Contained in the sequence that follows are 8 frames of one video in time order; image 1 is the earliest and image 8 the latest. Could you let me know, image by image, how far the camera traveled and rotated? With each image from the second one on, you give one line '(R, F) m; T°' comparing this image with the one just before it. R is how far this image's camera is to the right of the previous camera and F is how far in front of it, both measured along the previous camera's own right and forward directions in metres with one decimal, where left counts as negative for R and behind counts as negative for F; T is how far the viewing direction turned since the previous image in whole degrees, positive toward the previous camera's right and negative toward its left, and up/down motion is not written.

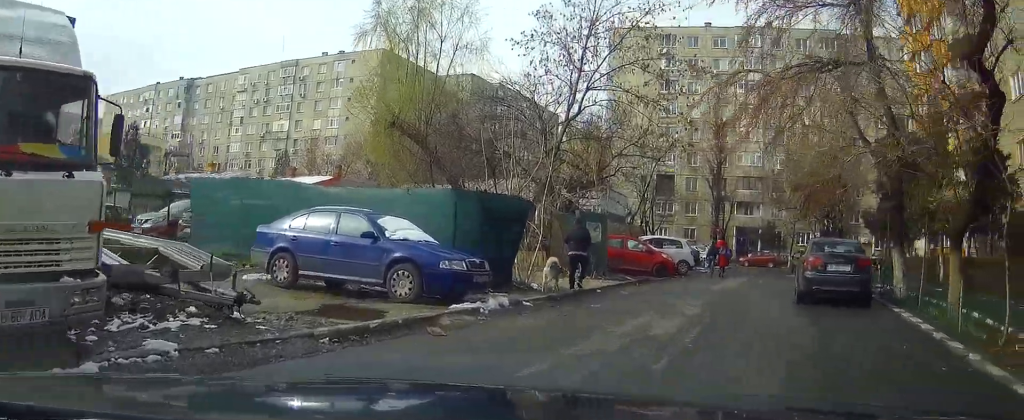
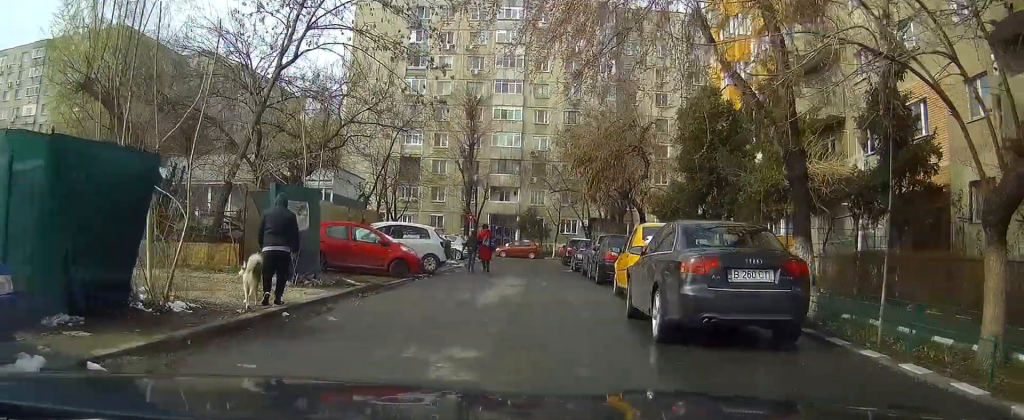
(+1.0, +7.0) m; +15°
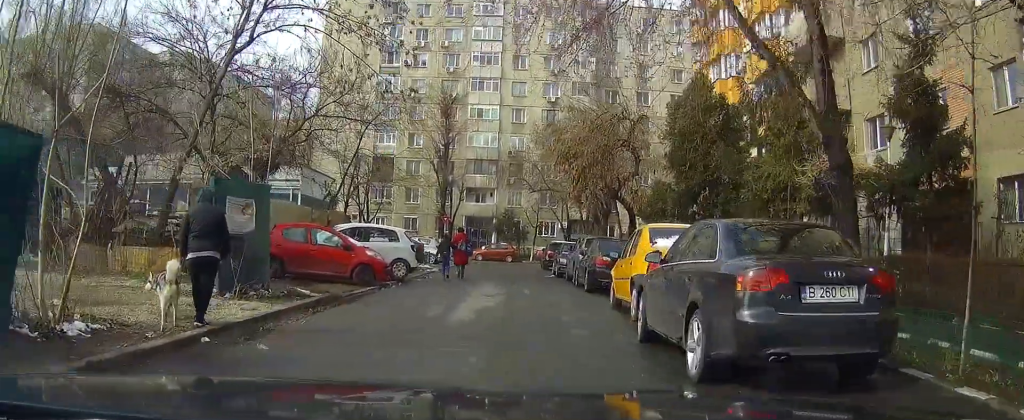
(+0.2, +2.1) m; +3°
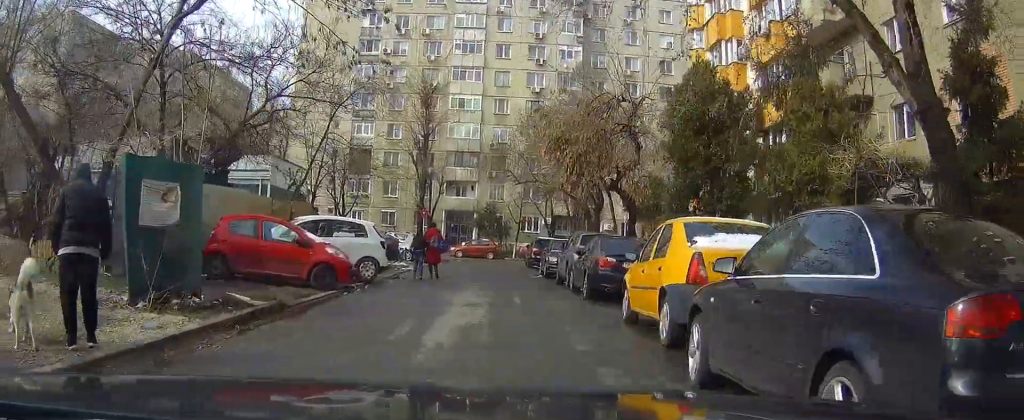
(+0.2, +2.7) m; +4°
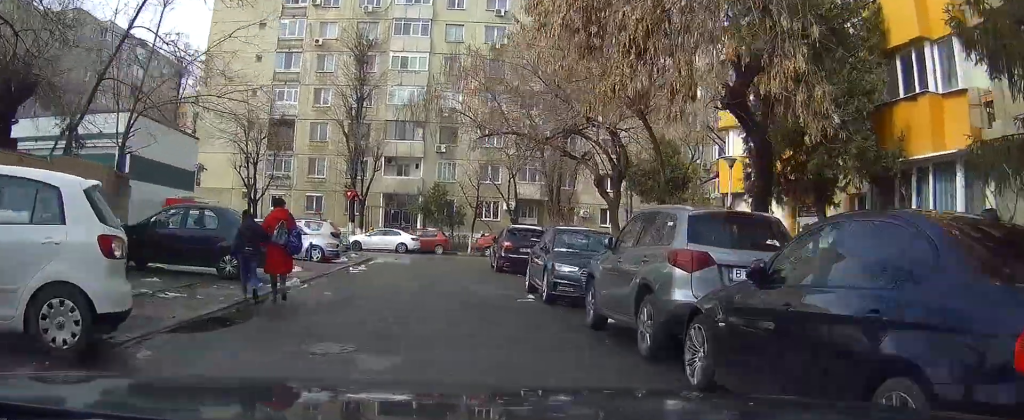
(0.0, +13.3) m; -4°
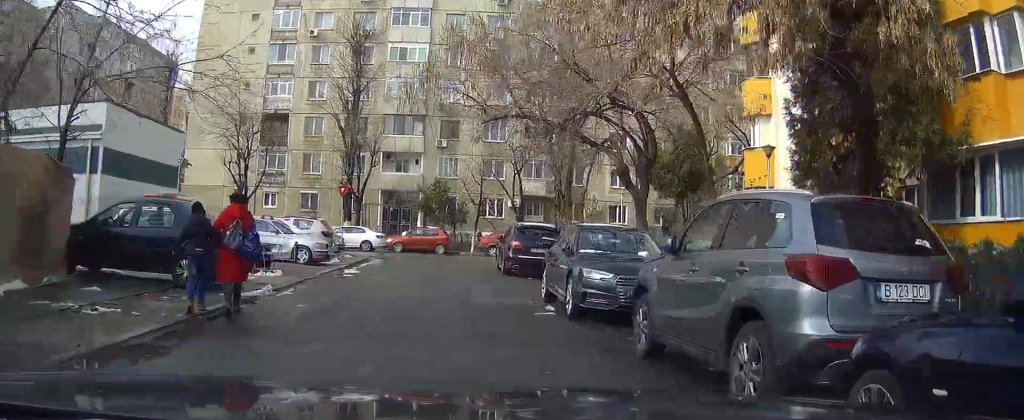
(-0.1, +2.8) m; -1°
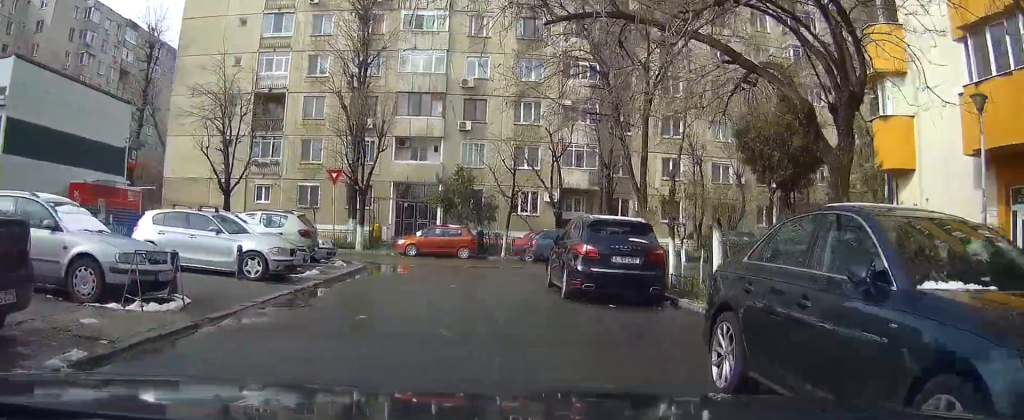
(-0.1, +9.2) m; -1°
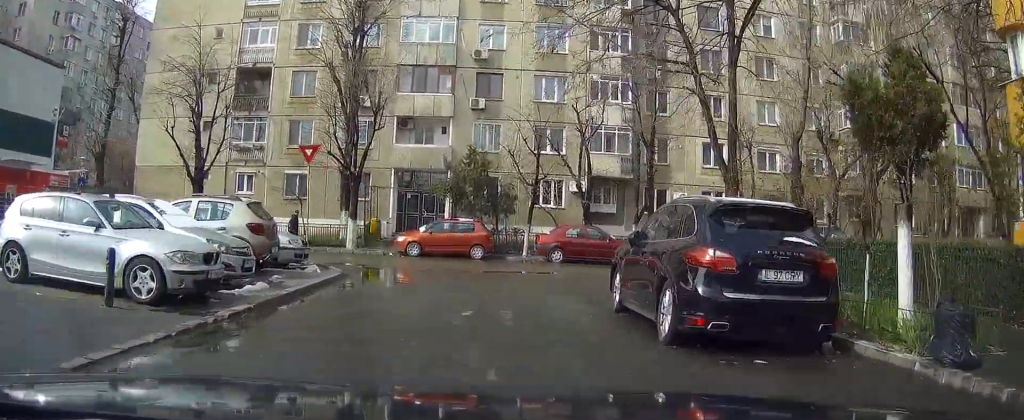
(-0.1, +6.8) m; -8°
